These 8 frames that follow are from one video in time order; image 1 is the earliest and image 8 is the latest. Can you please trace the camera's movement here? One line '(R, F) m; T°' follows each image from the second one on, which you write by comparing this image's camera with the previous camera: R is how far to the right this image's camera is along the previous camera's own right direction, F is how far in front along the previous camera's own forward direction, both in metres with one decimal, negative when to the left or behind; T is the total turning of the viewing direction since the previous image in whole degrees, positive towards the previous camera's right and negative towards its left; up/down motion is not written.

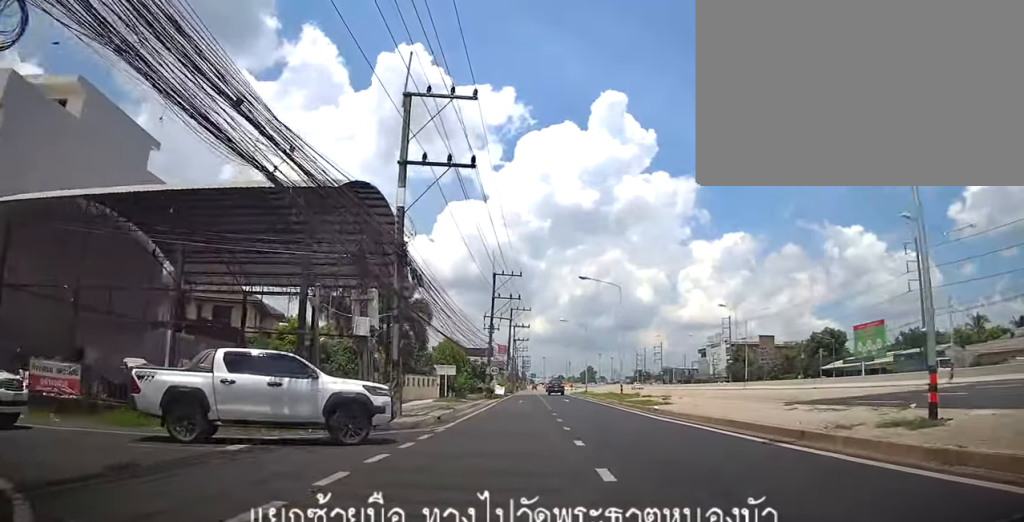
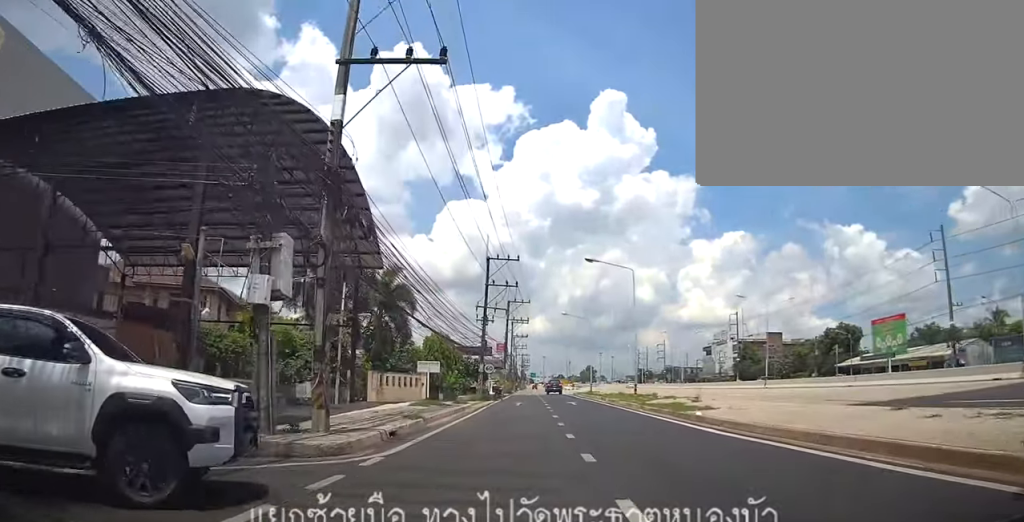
(0.0, +6.1) m; 0°
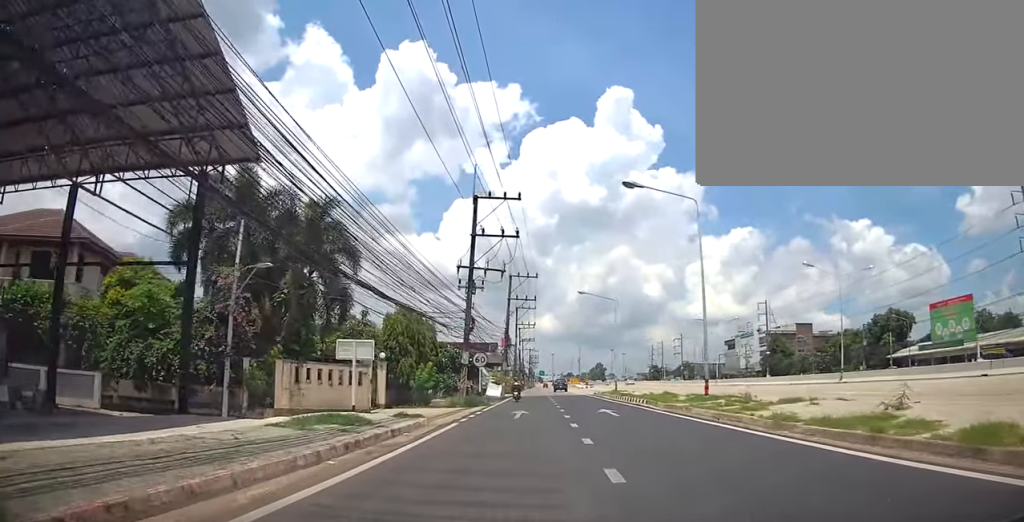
(+0.1, +14.0) m; +1°
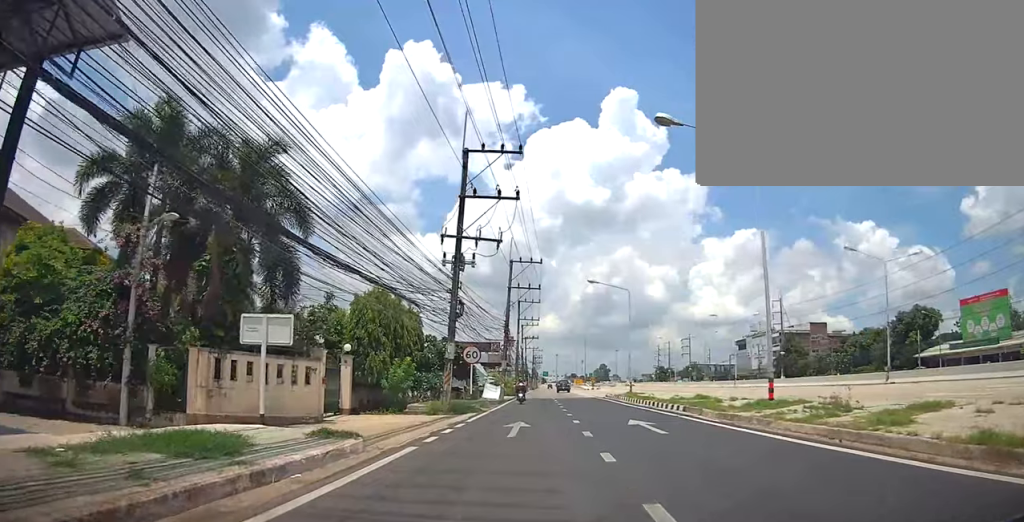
(+0.1, +6.1) m; 0°
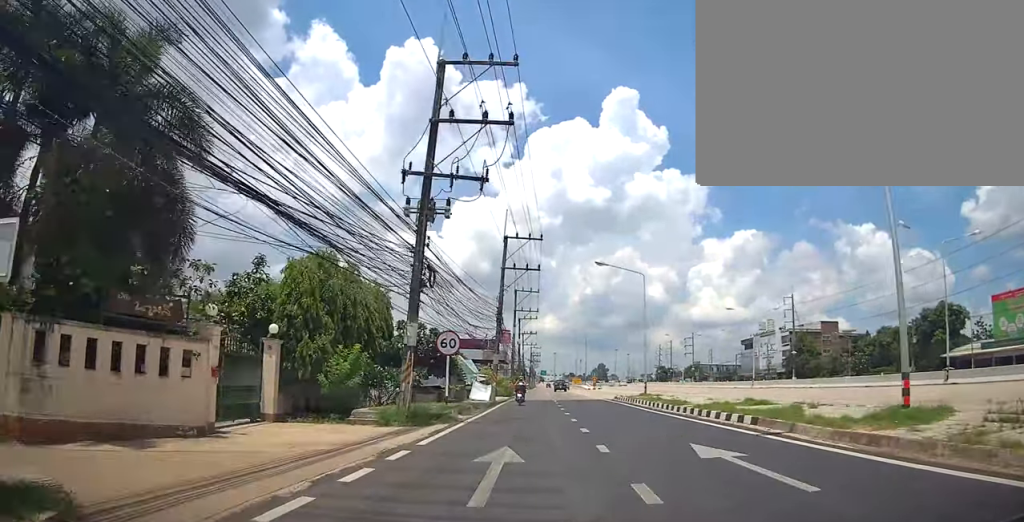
(0.0, +6.8) m; 0°
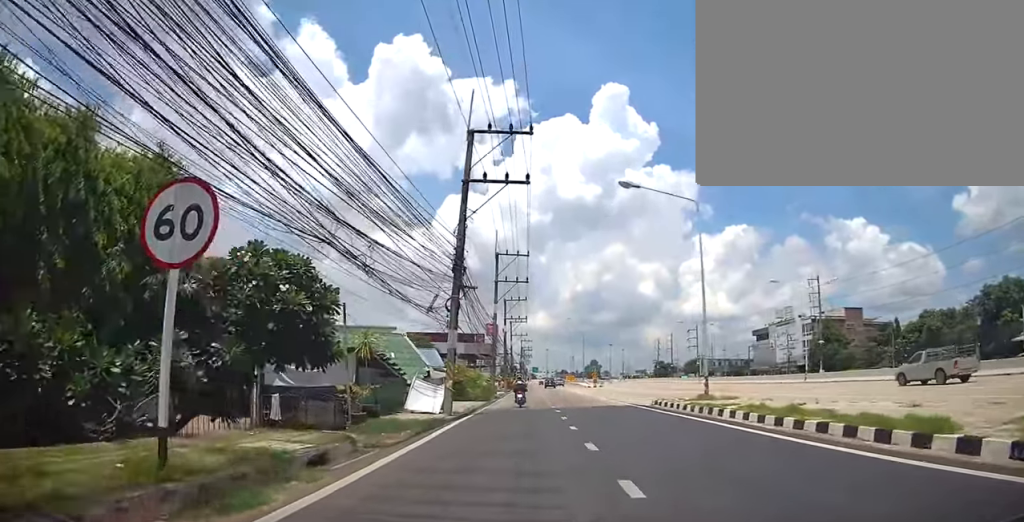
(0.0, +15.6) m; 0°
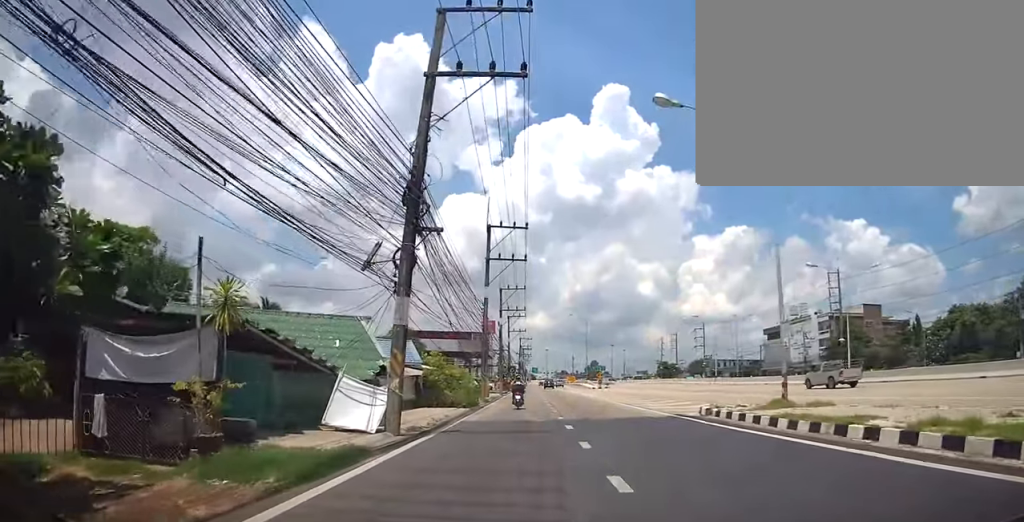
(-0.1, +8.0) m; 0°
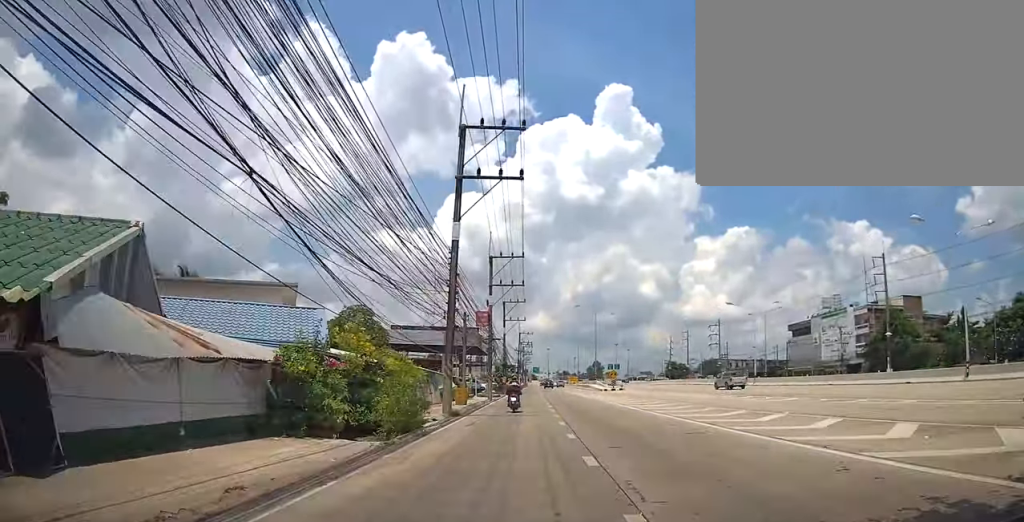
(+0.4, +15.1) m; +4°
